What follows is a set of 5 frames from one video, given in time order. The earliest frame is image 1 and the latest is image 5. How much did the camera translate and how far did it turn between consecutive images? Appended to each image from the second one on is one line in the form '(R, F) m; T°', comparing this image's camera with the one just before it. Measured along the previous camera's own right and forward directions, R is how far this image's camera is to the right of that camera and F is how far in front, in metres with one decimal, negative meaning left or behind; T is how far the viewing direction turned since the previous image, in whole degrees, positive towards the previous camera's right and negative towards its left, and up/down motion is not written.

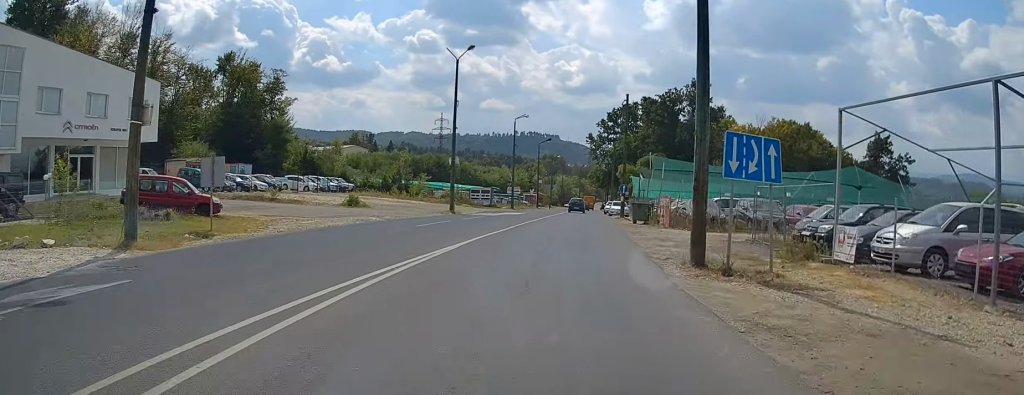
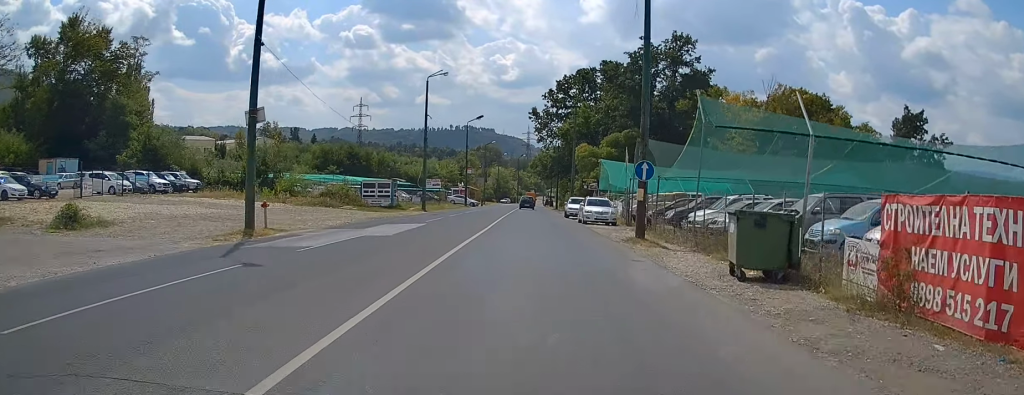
(+1.9, +27.5) m; +8°
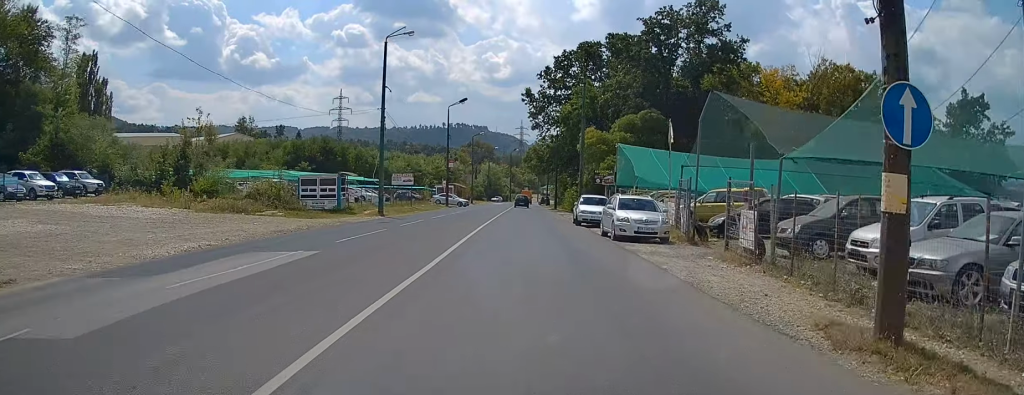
(+0.2, +14.4) m; +2°
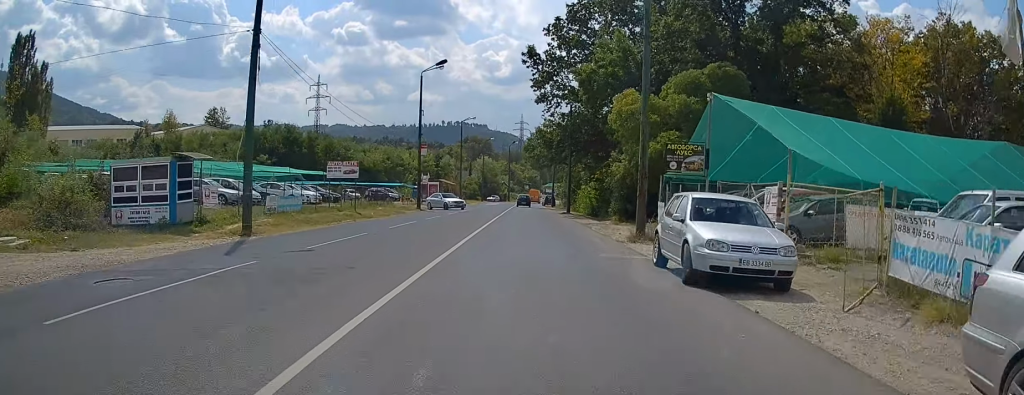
(+0.2, +20.3) m; +1°
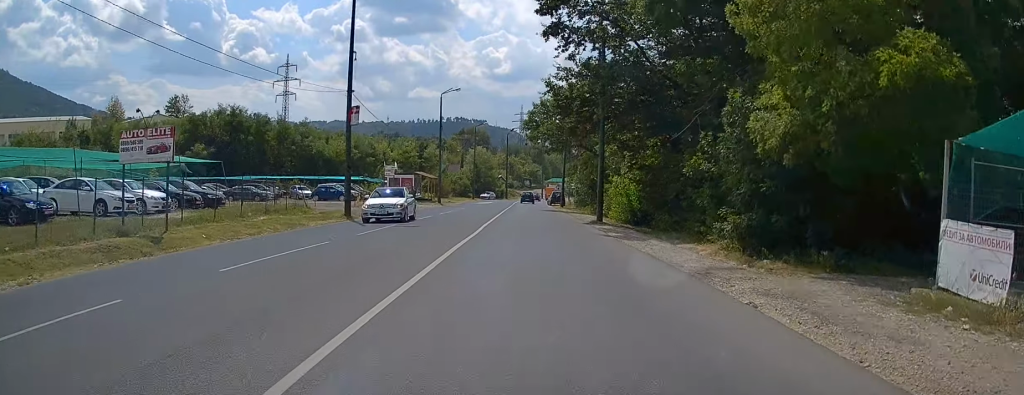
(0.0, +21.9) m; 0°
